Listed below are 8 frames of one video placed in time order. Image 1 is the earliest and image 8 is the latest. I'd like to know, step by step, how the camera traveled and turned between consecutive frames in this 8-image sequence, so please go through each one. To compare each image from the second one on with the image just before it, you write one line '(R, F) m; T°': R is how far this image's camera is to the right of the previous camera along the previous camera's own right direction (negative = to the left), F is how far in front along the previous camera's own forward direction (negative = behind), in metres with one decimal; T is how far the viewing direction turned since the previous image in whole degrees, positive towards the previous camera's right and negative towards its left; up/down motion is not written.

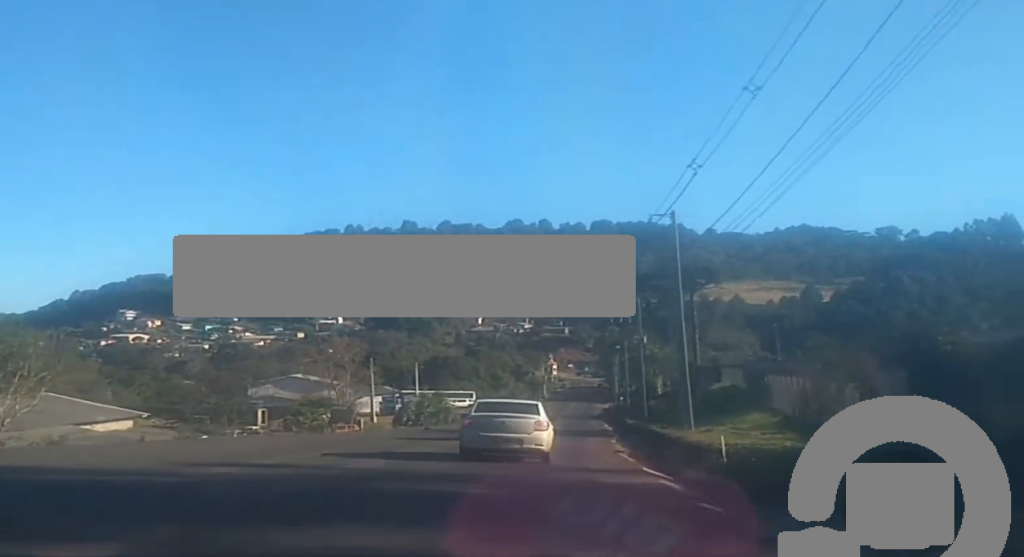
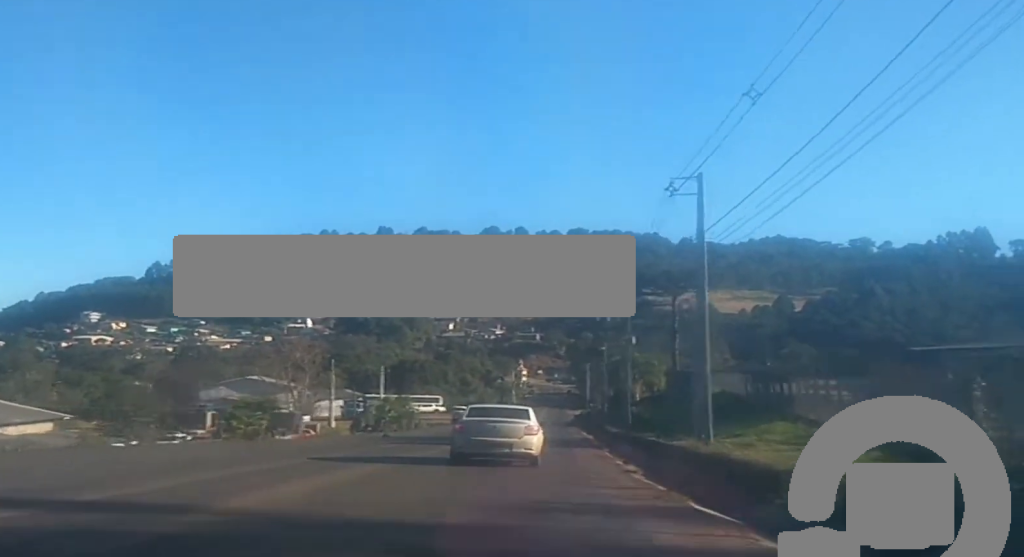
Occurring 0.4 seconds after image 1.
(+0.2, +7.1) m; +2°
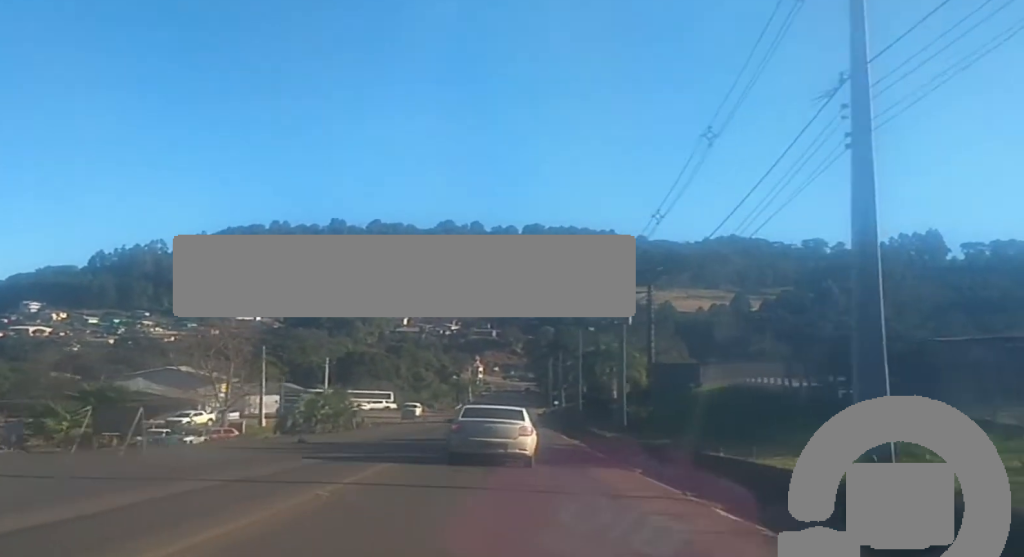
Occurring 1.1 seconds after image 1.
(+0.4, +13.3) m; +3°
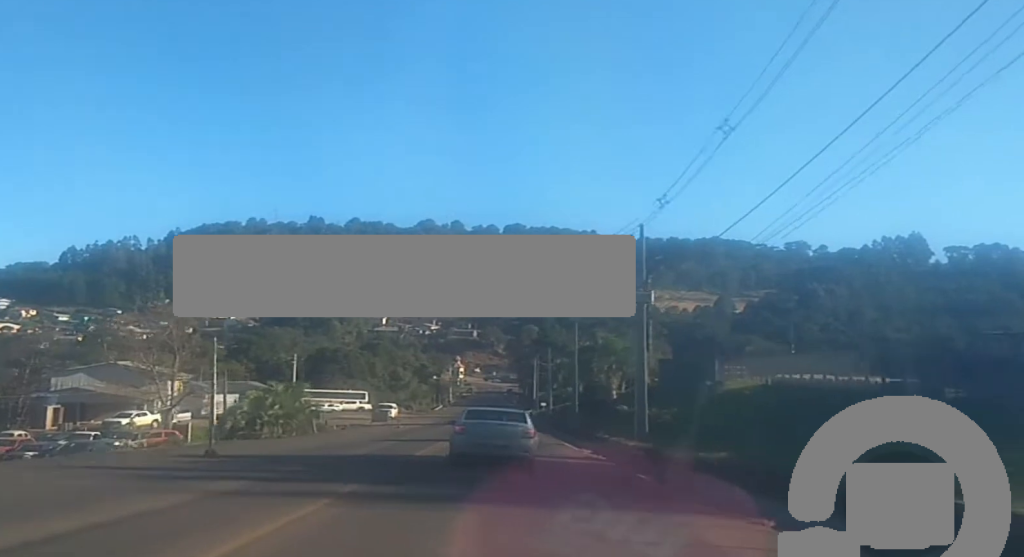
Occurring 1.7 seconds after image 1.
(+0.3, +10.6) m; +1°
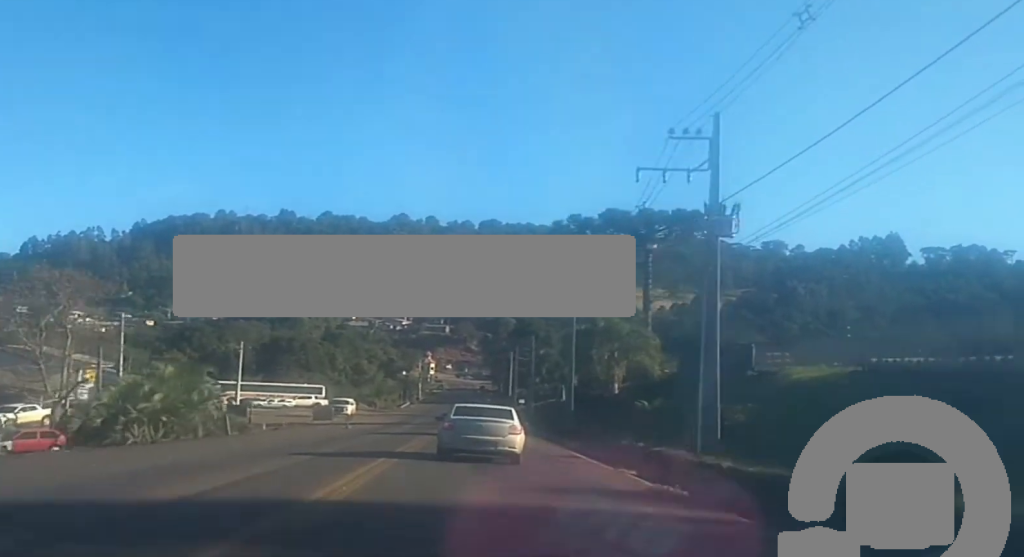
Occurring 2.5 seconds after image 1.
(+0.3, +15.2) m; +1°
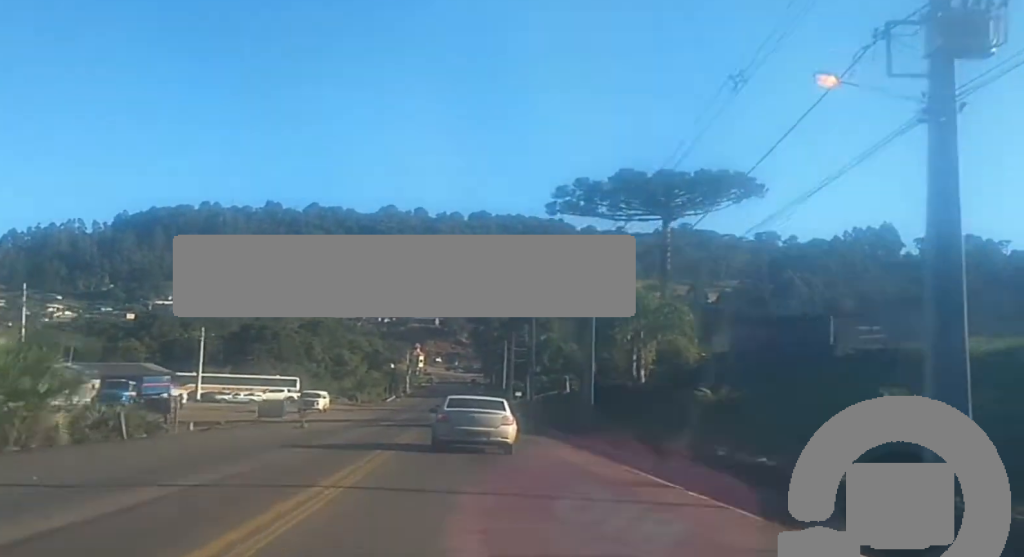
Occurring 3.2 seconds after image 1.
(+0.1, +12.8) m; +1°
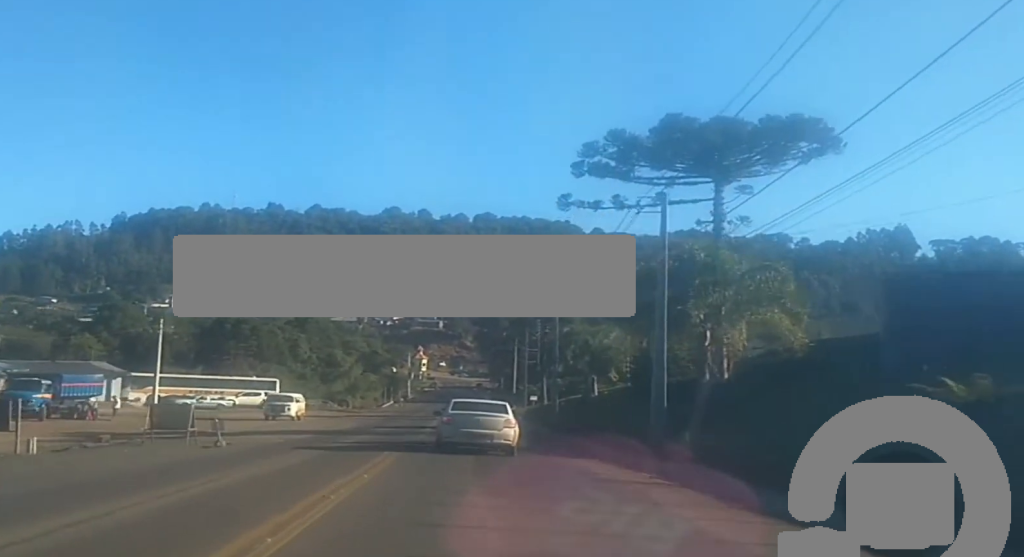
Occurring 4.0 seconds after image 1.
(+0.1, +16.1) m; 0°
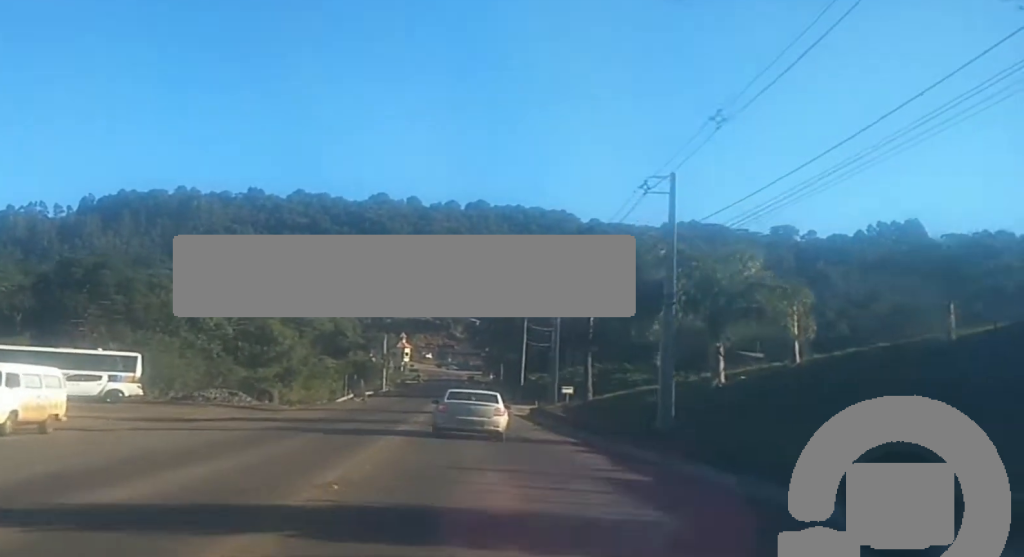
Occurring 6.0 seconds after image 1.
(-0.2, +37.8) m; 0°
